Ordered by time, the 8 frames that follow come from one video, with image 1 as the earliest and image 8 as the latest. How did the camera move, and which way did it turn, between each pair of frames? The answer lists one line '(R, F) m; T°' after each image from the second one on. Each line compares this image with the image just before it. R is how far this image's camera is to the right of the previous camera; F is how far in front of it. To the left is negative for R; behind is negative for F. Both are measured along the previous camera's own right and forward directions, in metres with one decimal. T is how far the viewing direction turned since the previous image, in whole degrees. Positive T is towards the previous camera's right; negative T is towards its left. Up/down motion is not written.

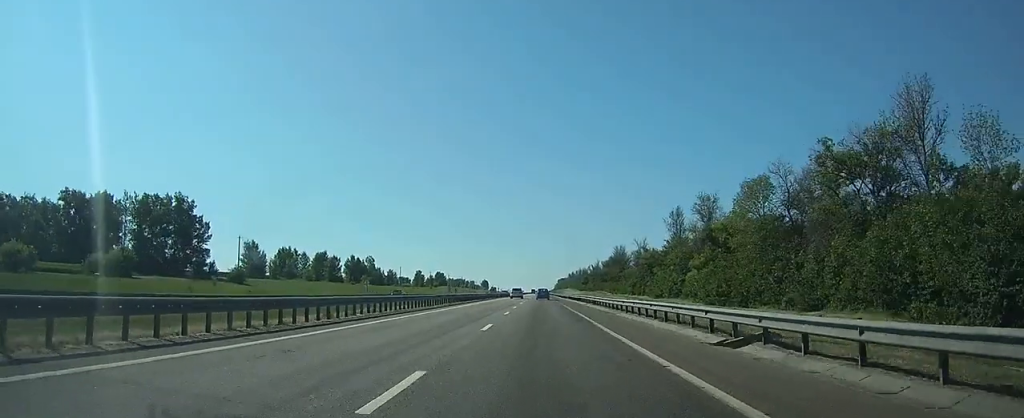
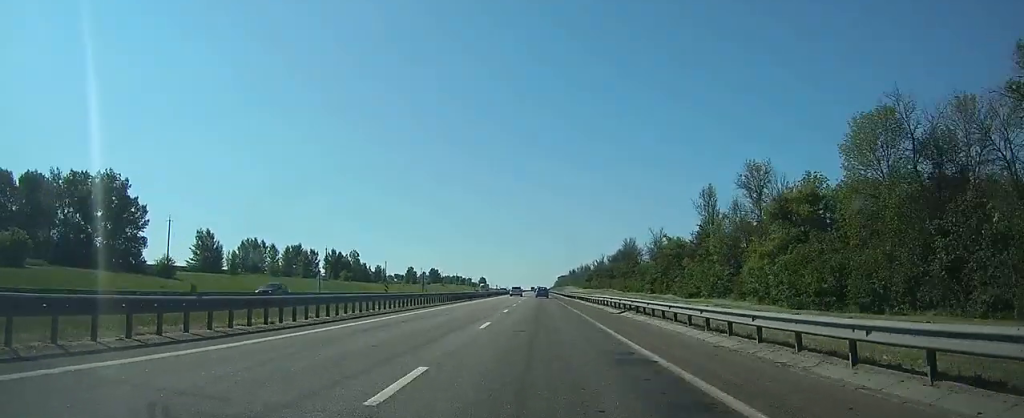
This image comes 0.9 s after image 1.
(-0.1, +23.7) m; 0°
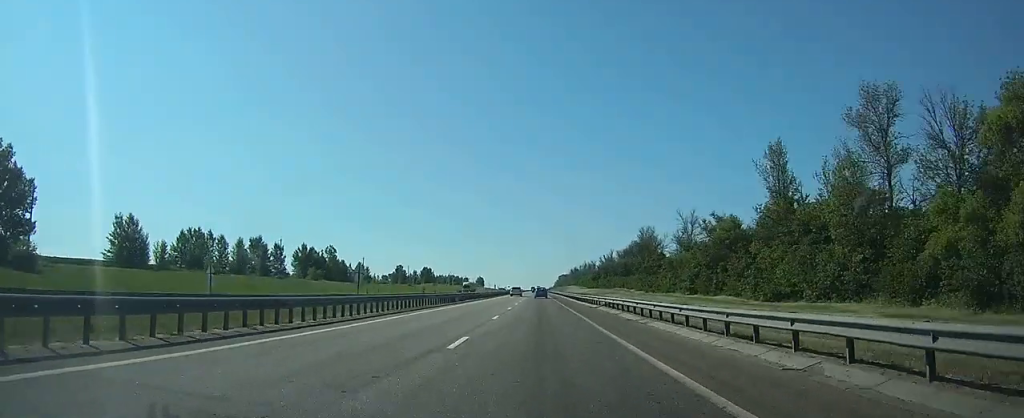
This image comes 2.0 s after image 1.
(0.0, +29.9) m; 0°
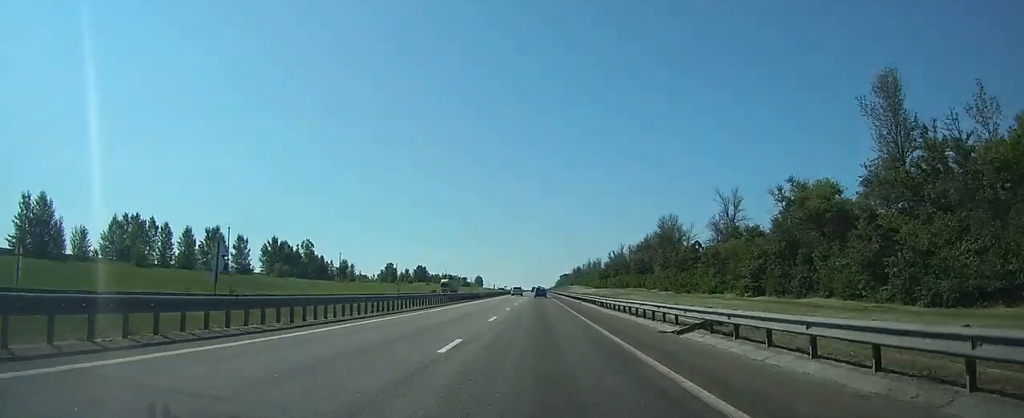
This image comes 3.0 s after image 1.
(0.0, +24.8) m; 0°
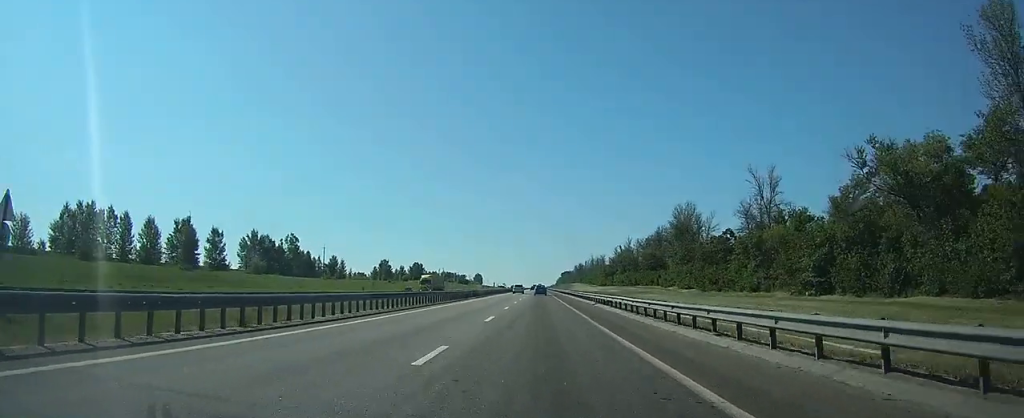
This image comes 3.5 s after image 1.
(0.0, +14.2) m; 0°
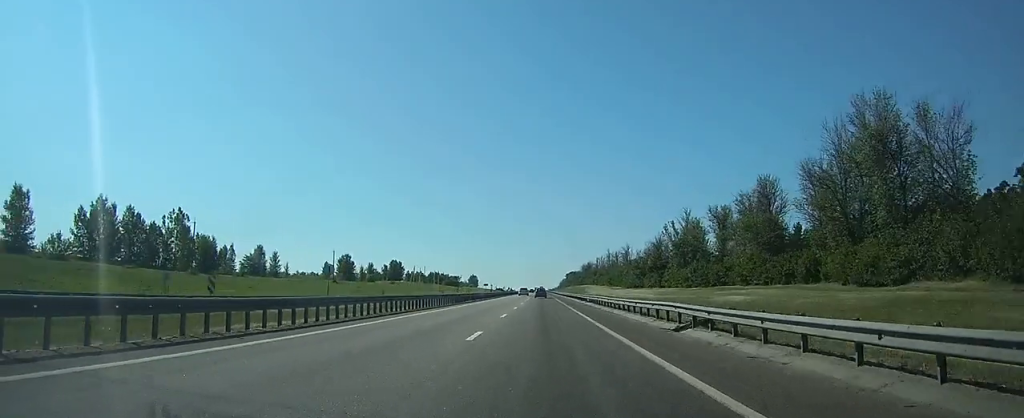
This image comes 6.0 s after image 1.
(0.0, +66.6) m; 0°
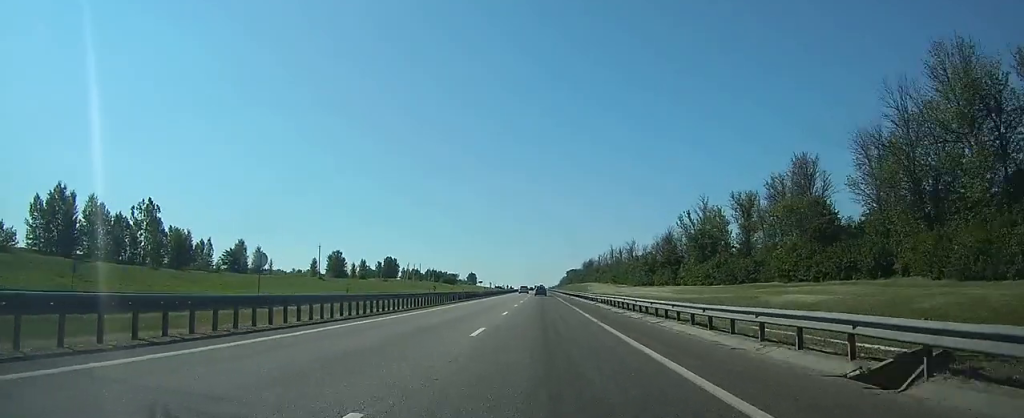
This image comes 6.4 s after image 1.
(0.0, +11.6) m; 0°
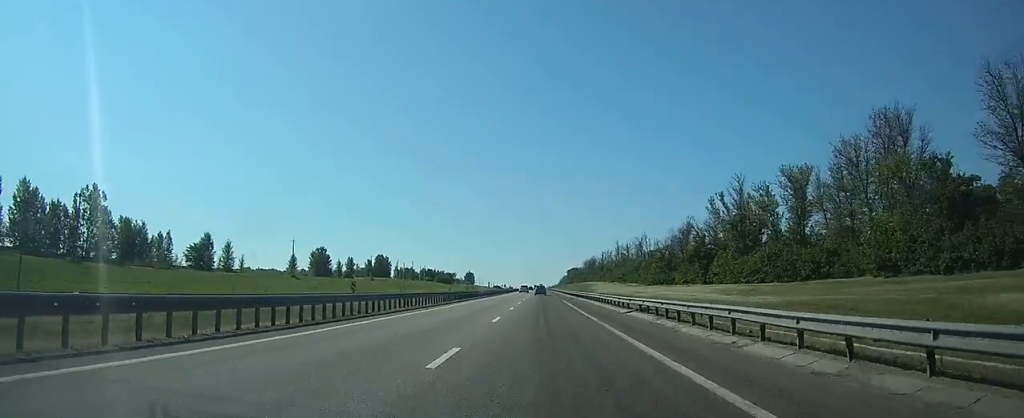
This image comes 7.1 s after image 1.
(0.0, +17.9) m; 0°
